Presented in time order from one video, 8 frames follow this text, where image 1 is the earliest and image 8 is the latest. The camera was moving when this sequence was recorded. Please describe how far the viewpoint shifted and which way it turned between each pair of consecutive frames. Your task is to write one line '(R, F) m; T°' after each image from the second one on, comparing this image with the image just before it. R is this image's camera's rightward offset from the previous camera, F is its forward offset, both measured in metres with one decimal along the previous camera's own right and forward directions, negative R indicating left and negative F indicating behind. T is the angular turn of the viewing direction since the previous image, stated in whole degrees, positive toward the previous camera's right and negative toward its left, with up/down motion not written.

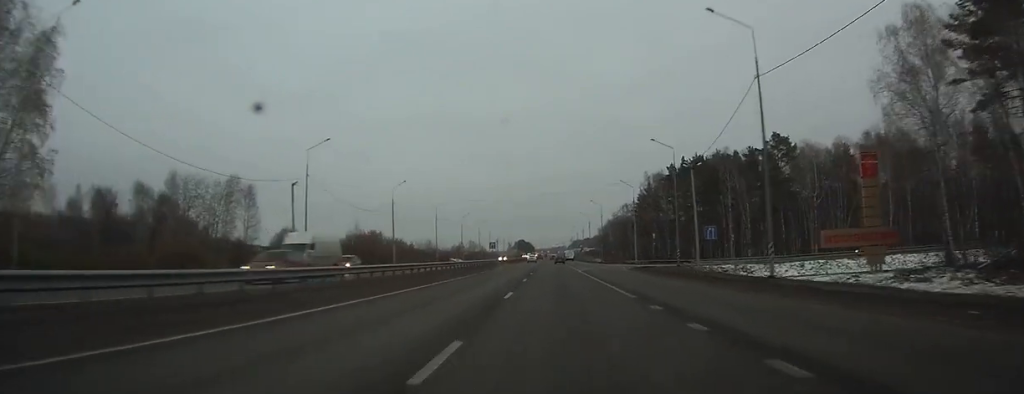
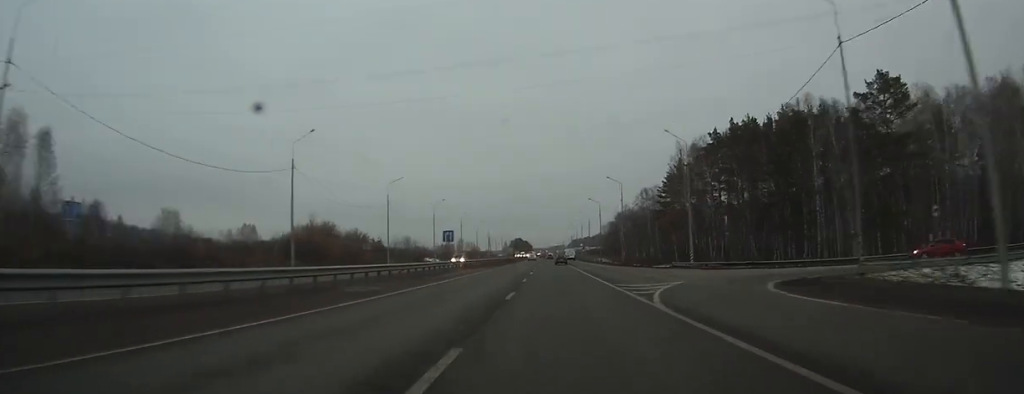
(+0.1, +37.4) m; 0°
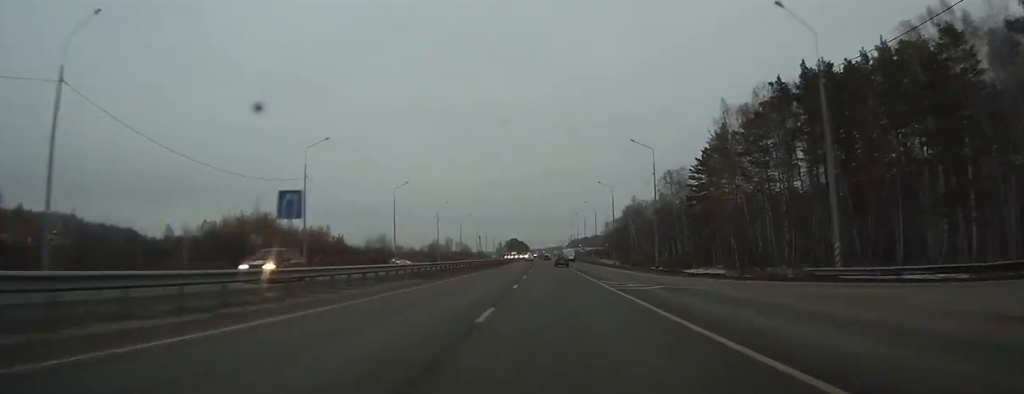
(+0.1, +30.3) m; 0°
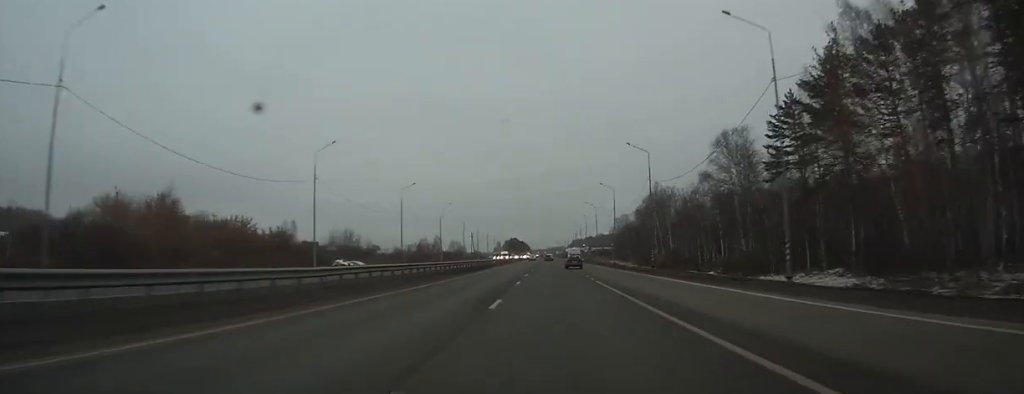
(0.0, +33.7) m; 0°
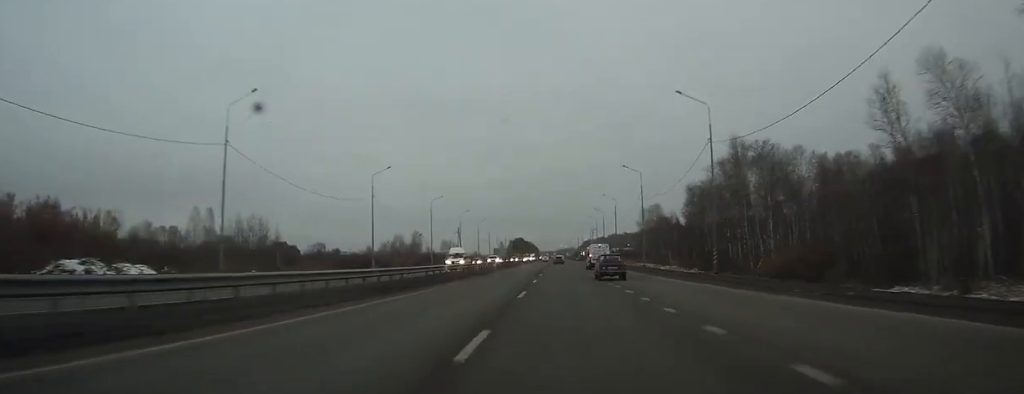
(+0.1, +55.8) m; 0°
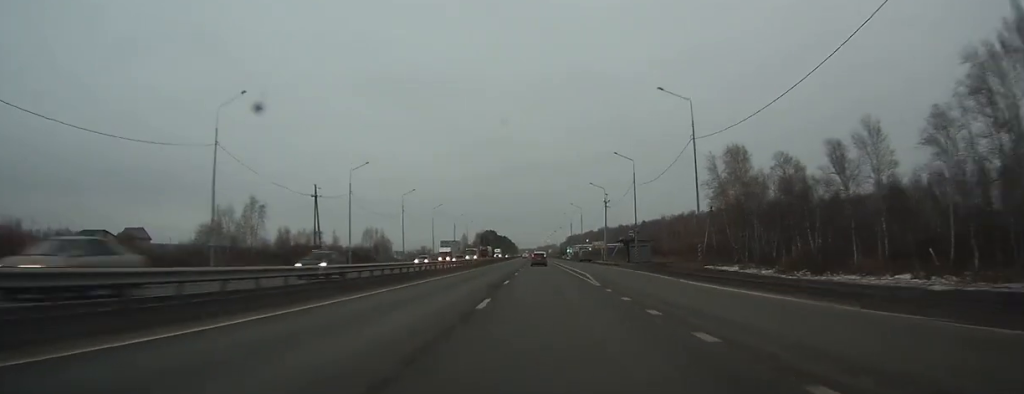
(-0.6, +102.0) m; -1°
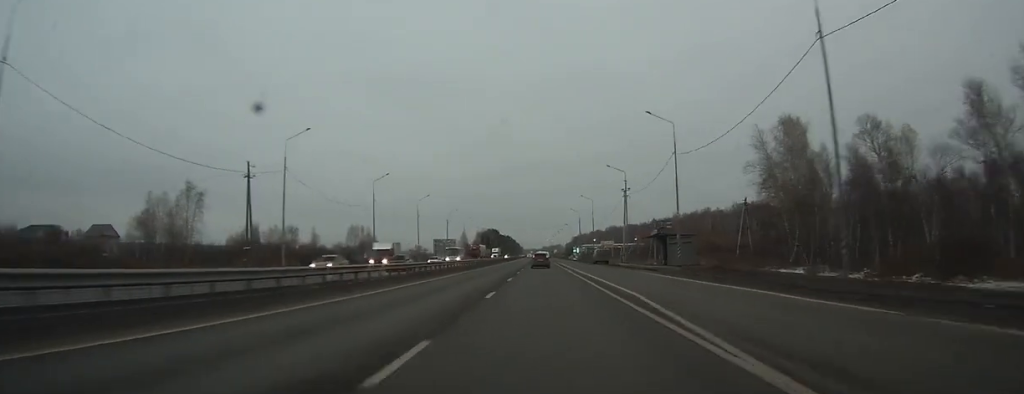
(-0.1, +20.6) m; 0°
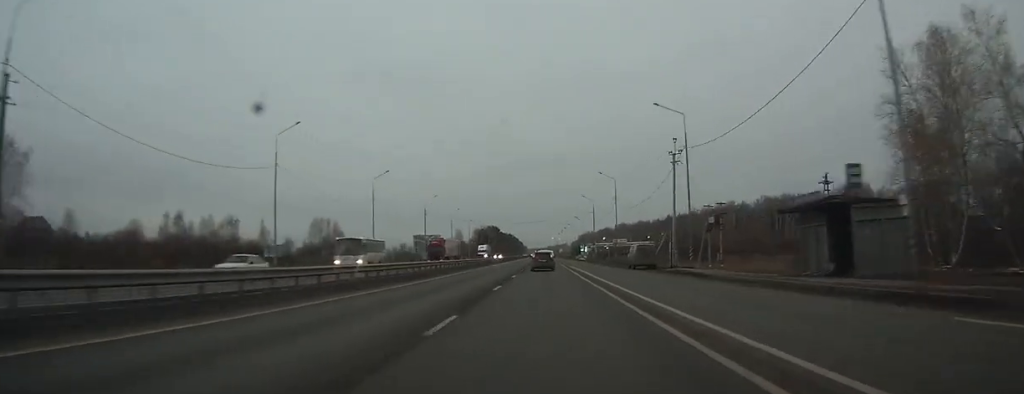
(-0.1, +33.0) m; 0°
